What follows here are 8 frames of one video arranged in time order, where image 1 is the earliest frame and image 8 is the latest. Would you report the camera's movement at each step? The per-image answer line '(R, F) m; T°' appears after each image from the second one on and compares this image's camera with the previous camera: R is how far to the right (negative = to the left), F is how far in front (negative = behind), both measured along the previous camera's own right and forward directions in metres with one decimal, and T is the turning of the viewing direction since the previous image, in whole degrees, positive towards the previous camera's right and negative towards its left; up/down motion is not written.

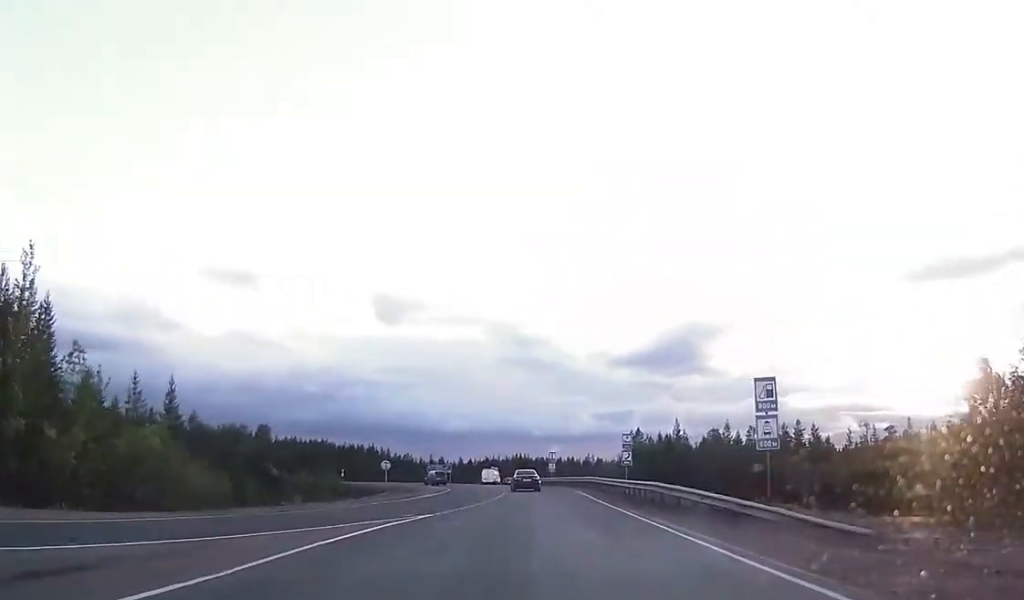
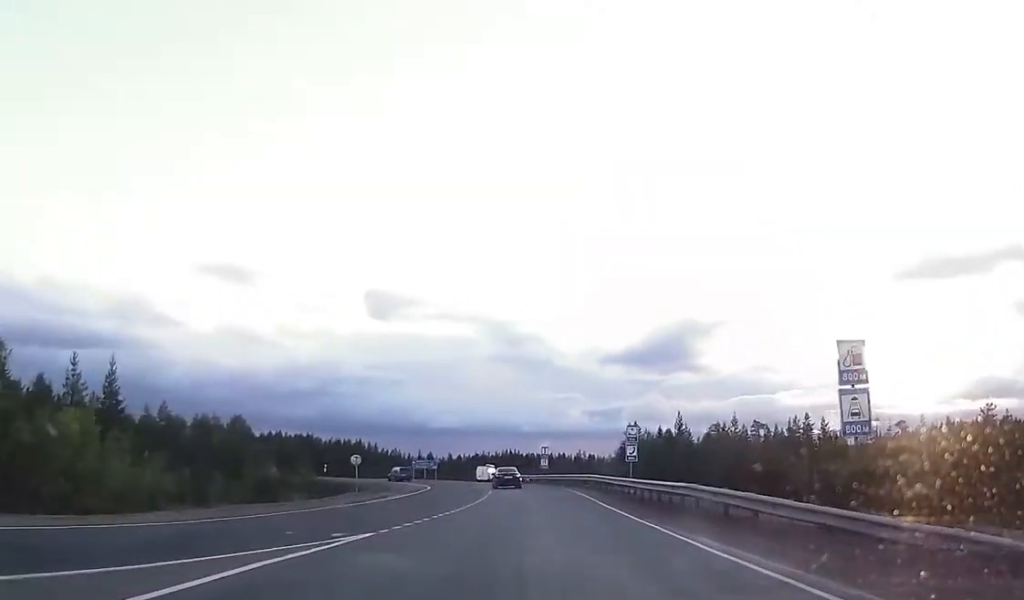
(+0.1, +7.0) m; +2°
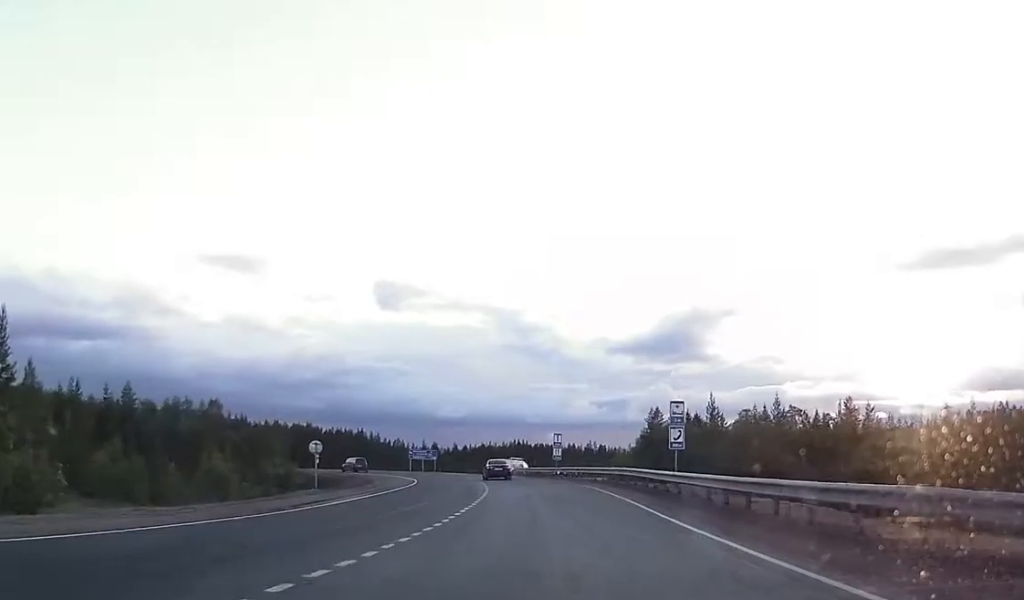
(+0.2, +11.4) m; +1°
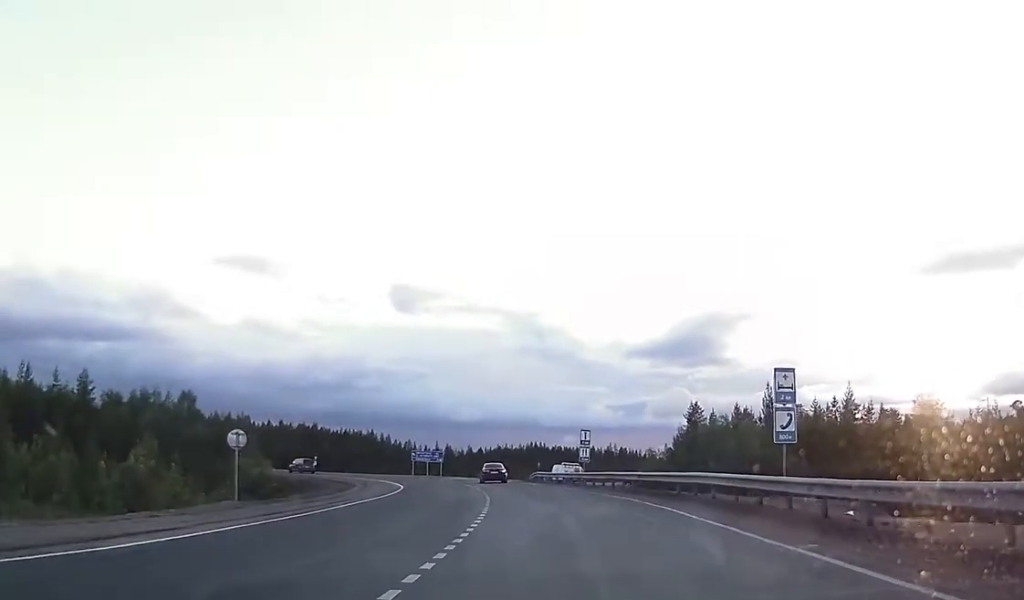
(0.0, +12.5) m; +1°
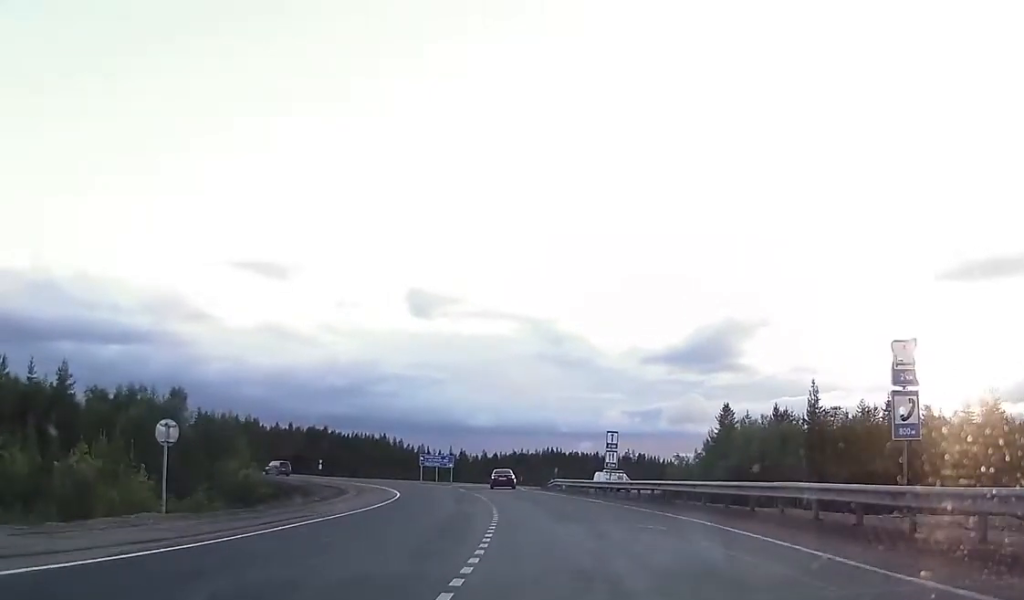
(+0.1, +6.5) m; 0°
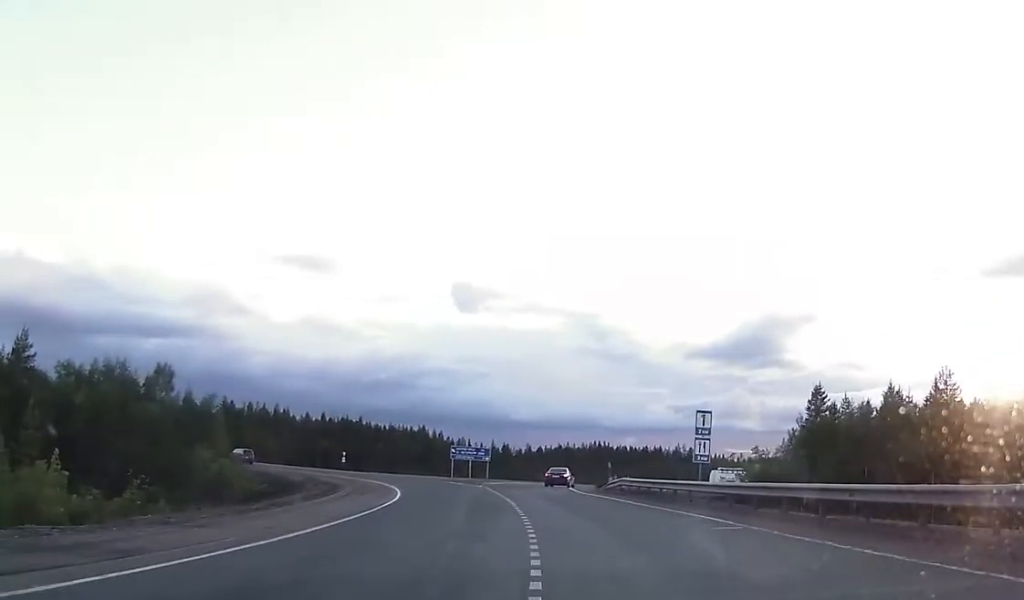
(+0.1, +12.7) m; -1°
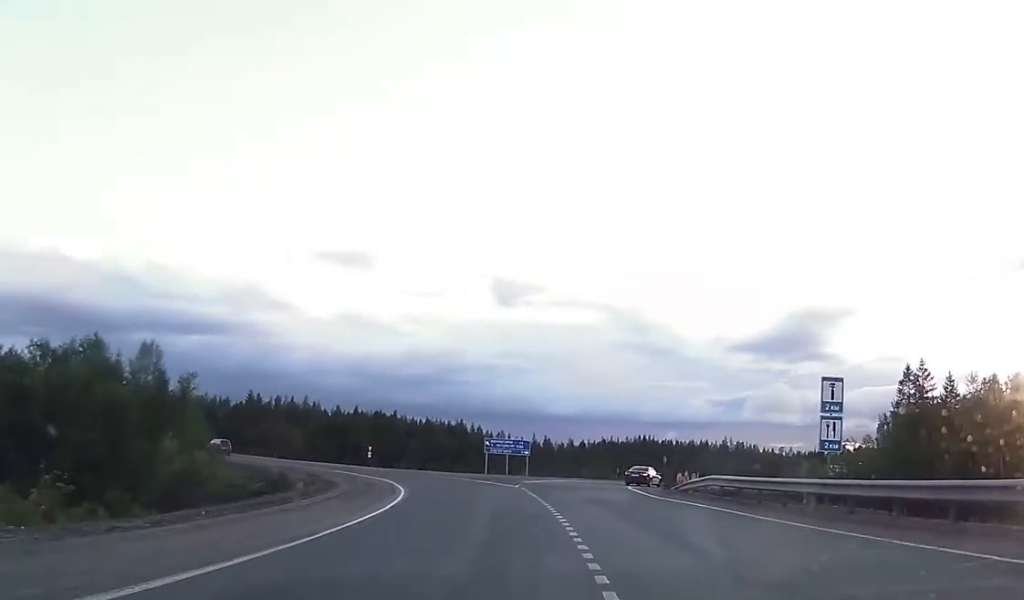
(+0.2, +9.6) m; -4°
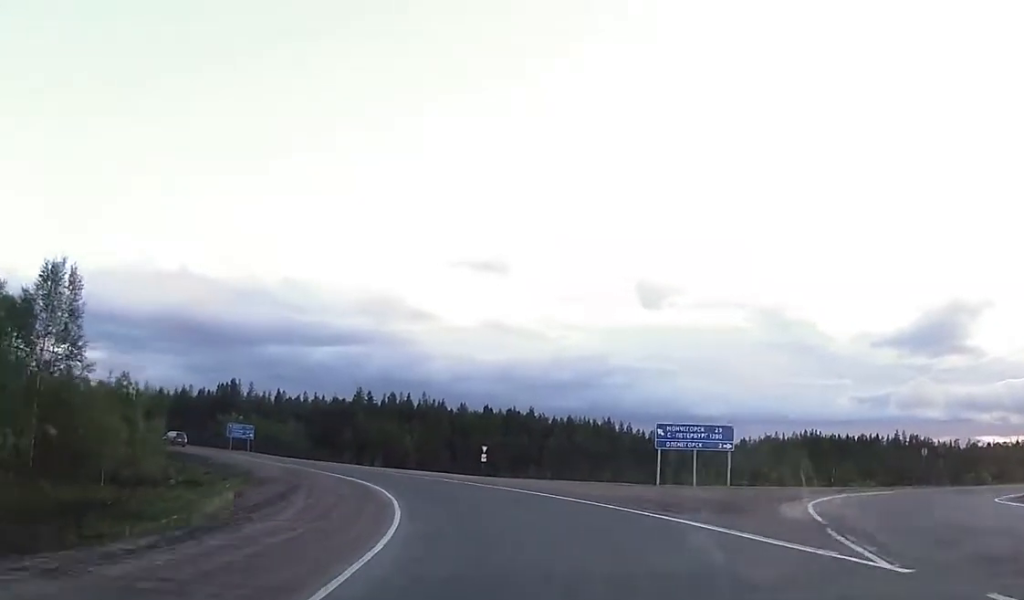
(-2.4, +27.6) m; -7°
